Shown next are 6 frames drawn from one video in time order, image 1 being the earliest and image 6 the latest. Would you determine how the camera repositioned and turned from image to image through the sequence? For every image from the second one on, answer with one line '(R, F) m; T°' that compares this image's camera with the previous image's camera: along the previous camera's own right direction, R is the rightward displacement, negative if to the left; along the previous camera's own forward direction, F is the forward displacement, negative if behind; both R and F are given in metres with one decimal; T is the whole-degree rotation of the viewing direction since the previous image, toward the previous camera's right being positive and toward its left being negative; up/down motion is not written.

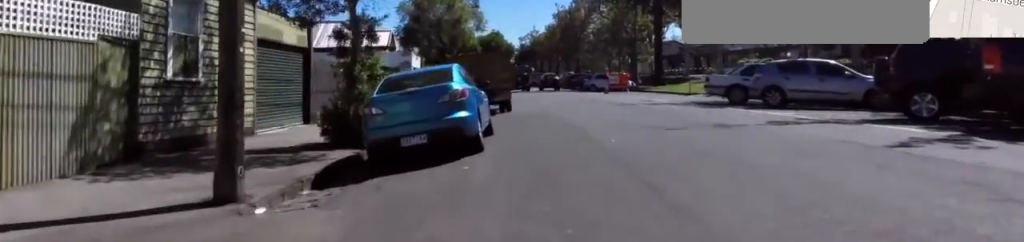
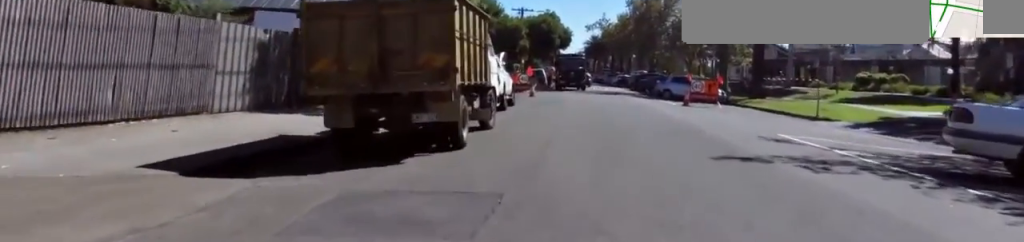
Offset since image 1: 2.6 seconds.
(+1.2, +12.3) m; 0°
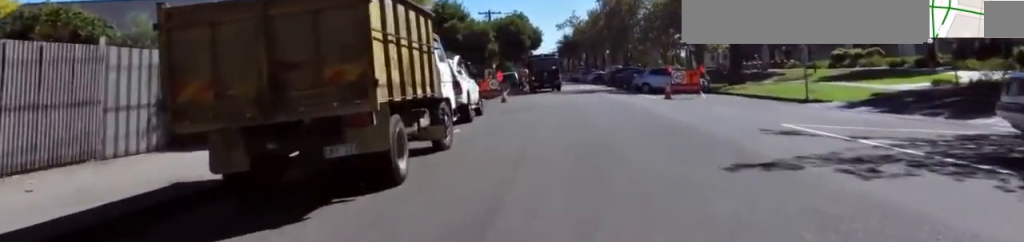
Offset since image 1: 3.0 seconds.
(-0.1, +2.1) m; -5°
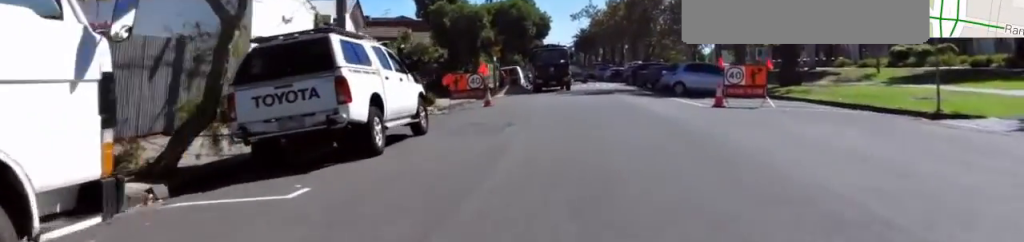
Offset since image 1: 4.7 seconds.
(-1.0, +8.0) m; +13°
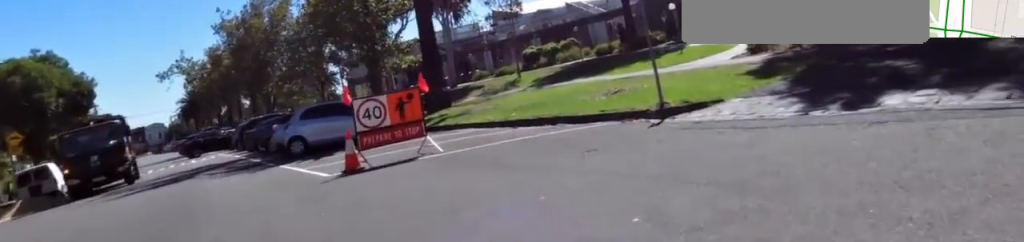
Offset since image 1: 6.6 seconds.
(+1.3, +6.7) m; +33°
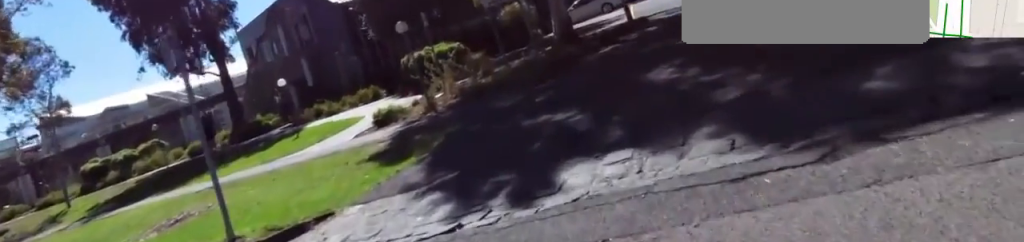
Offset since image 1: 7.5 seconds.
(+1.3, +2.9) m; +30°
